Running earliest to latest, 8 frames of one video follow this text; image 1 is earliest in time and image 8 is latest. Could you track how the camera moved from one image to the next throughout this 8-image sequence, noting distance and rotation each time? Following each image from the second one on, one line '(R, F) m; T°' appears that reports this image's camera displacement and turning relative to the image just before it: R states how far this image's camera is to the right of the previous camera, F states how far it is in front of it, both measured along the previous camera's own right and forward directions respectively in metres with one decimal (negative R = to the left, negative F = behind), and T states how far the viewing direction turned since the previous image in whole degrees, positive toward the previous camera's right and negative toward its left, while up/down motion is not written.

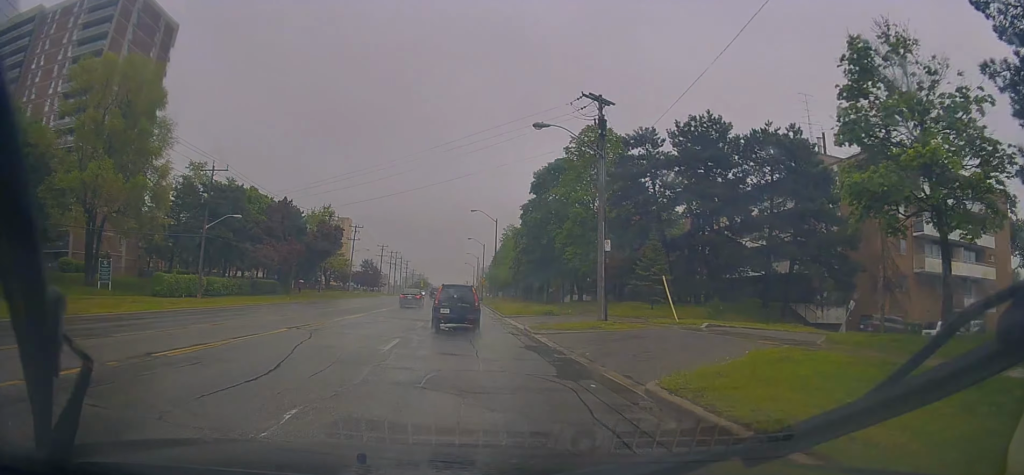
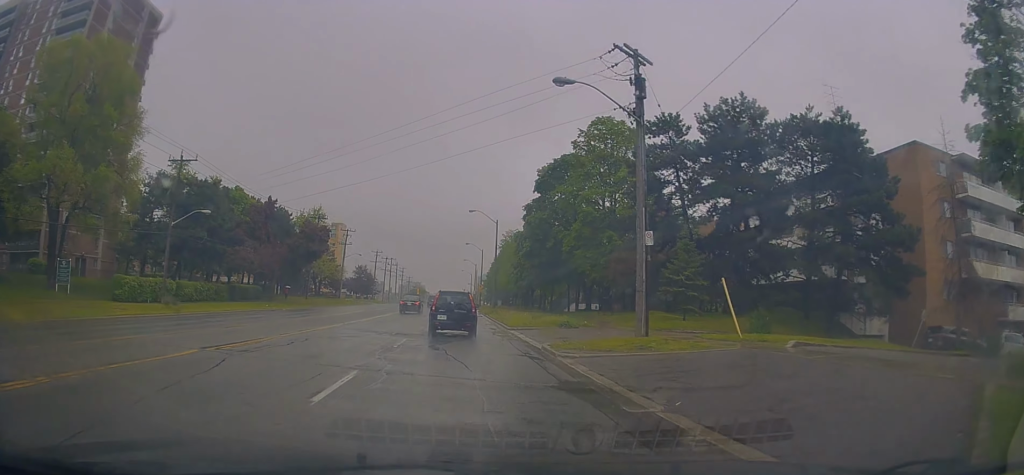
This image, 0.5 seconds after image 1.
(-0.2, +5.6) m; 0°
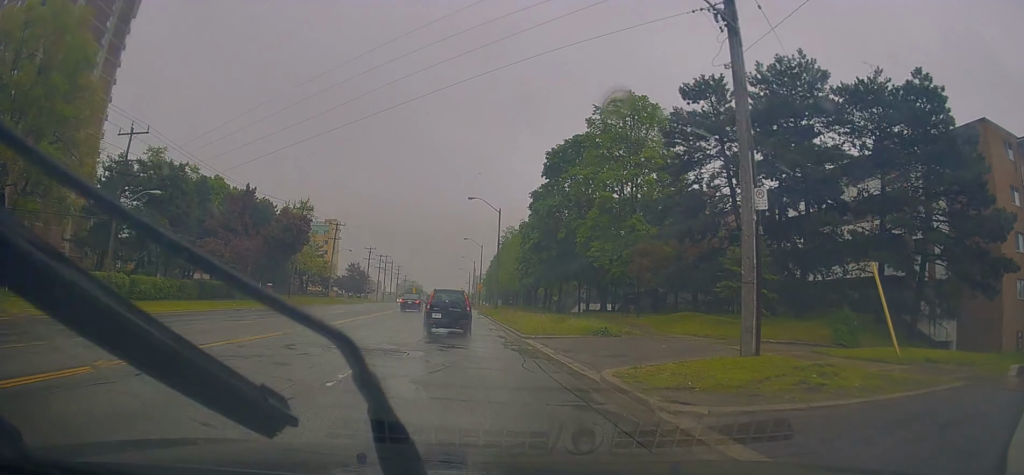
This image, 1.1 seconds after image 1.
(0.0, +8.0) m; +2°
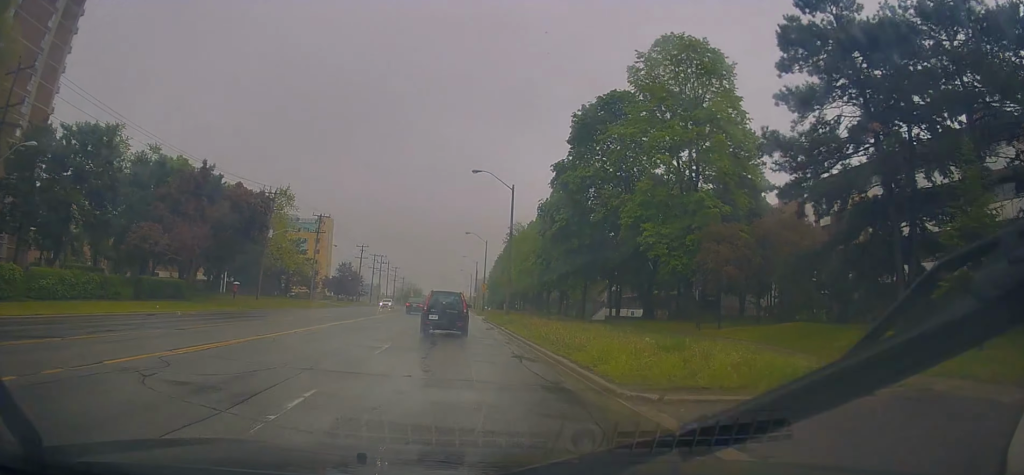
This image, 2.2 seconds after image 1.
(+0.6, +12.5) m; +3°
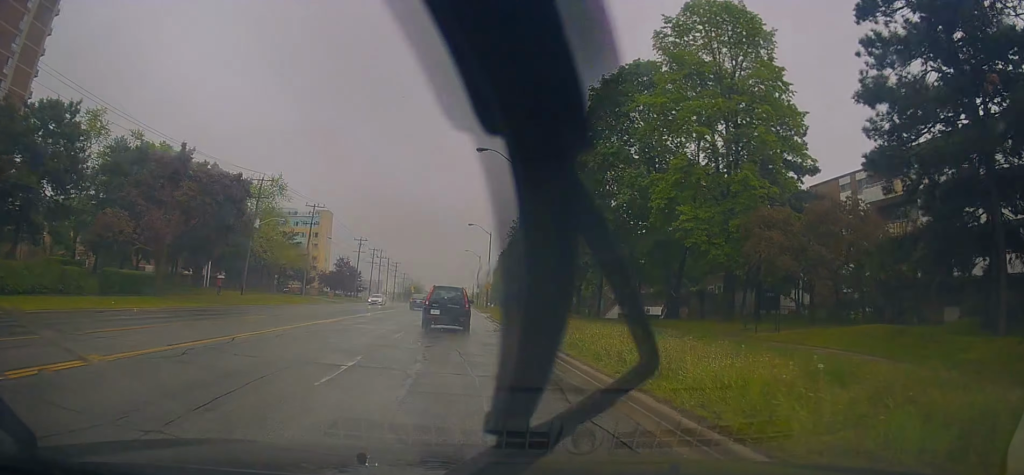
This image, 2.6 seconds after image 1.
(+0.3, +5.5) m; 0°
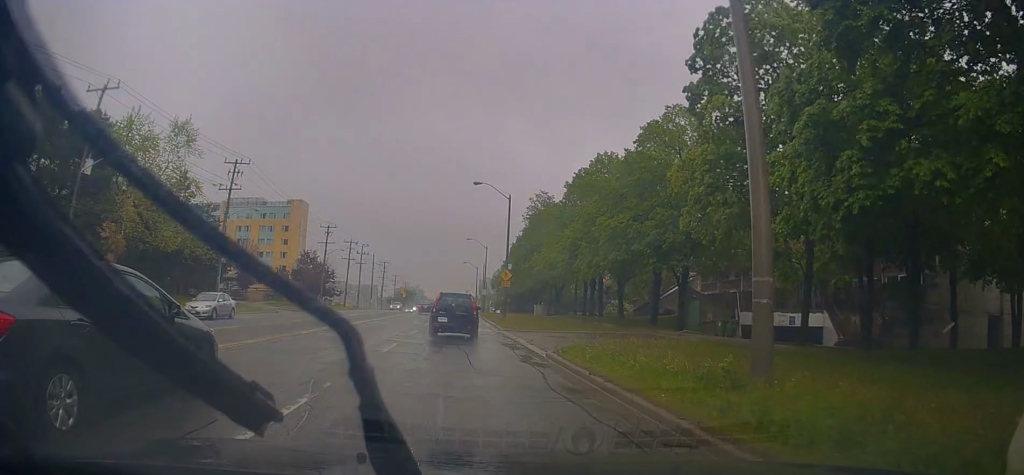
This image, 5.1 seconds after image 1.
(-2.4, +30.3) m; -4°
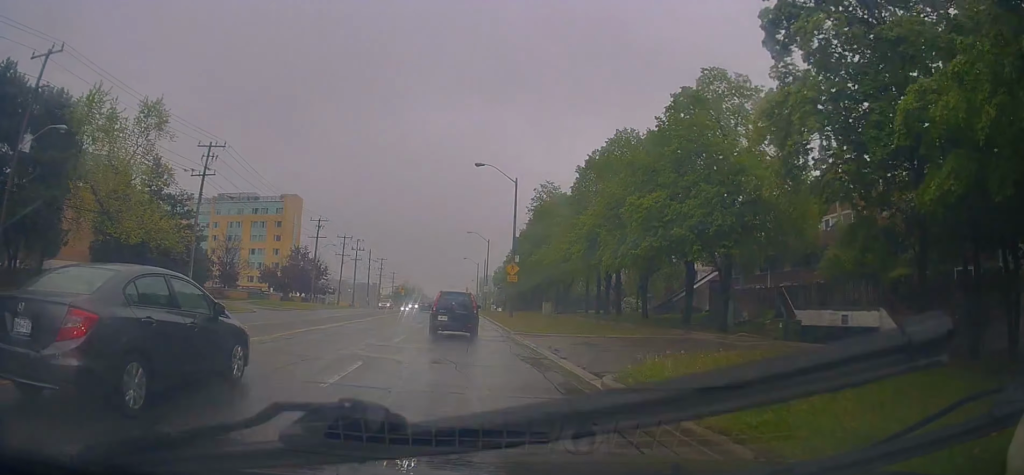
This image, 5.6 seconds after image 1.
(+0.2, +6.0) m; +1°
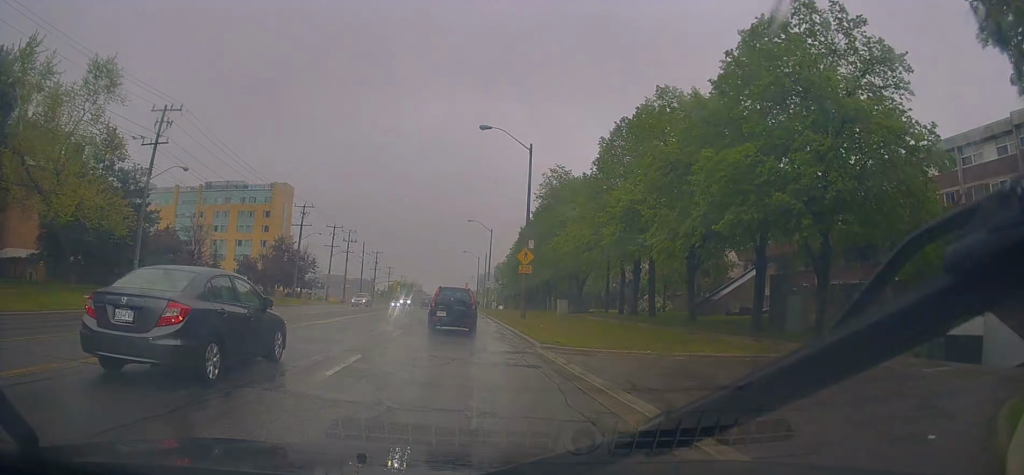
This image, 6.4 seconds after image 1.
(0.0, +8.7) m; +1°
